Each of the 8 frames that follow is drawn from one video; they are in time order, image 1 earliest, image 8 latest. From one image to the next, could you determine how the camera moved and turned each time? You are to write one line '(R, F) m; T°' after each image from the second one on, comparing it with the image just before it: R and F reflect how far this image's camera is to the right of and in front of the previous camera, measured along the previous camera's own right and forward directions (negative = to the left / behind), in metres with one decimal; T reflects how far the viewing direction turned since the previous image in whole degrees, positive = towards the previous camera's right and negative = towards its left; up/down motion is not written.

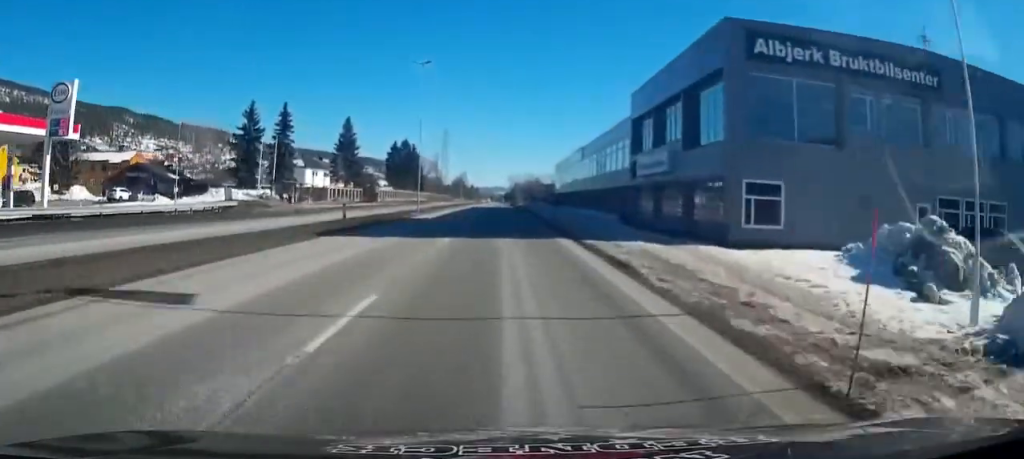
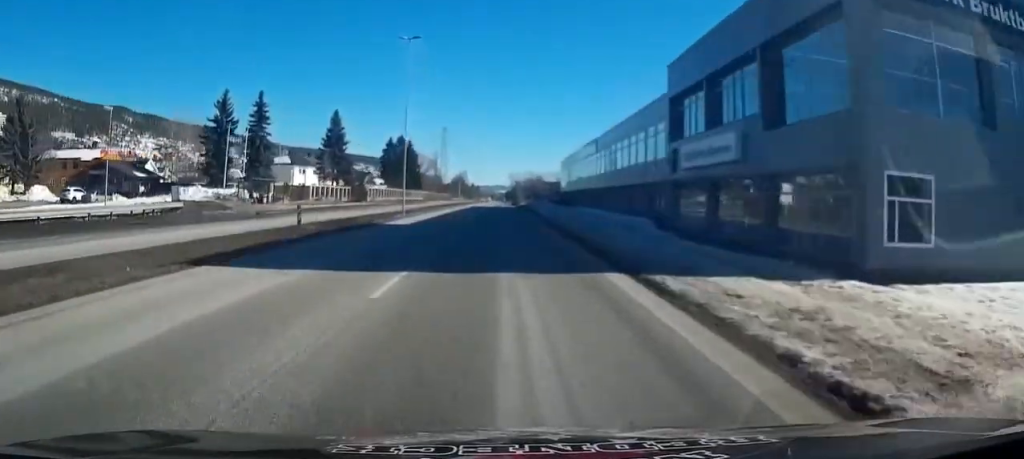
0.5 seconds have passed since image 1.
(0.0, +9.1) m; -1°
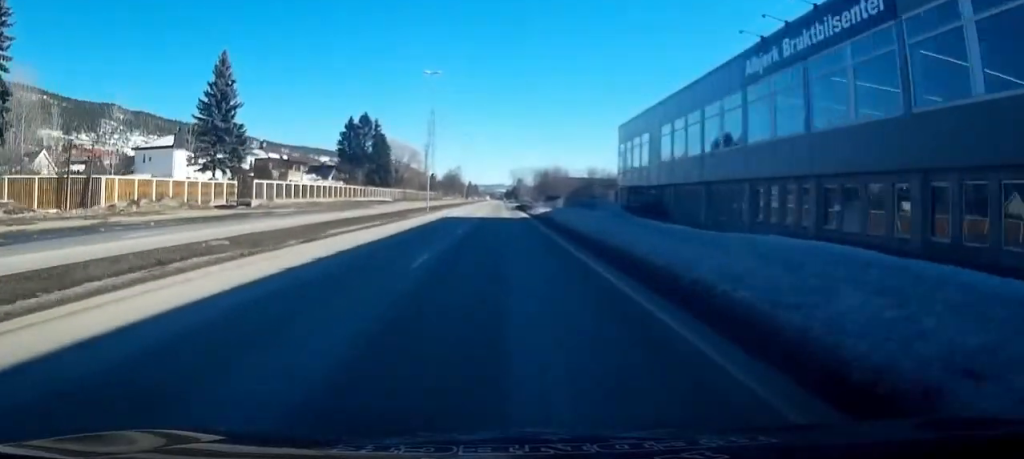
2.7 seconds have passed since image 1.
(-1.5, +44.4) m; -2°
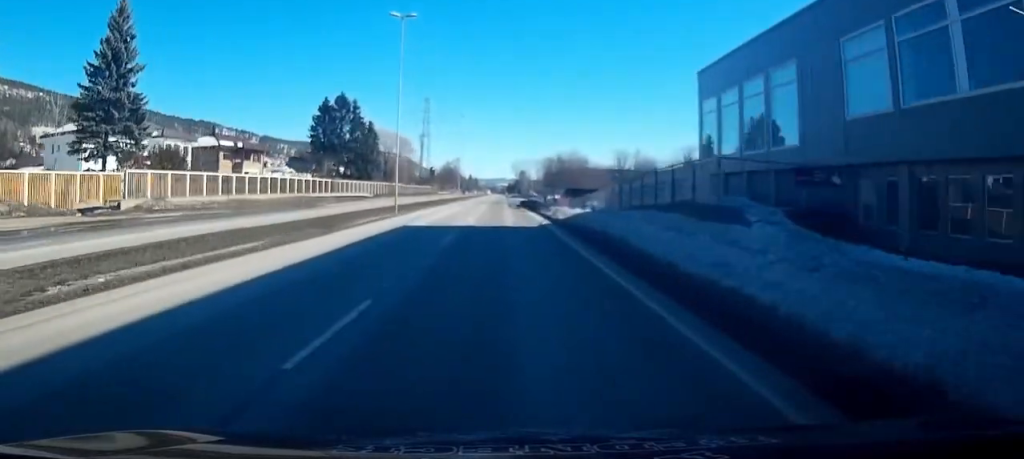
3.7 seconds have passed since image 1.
(+0.2, +19.1) m; +1°
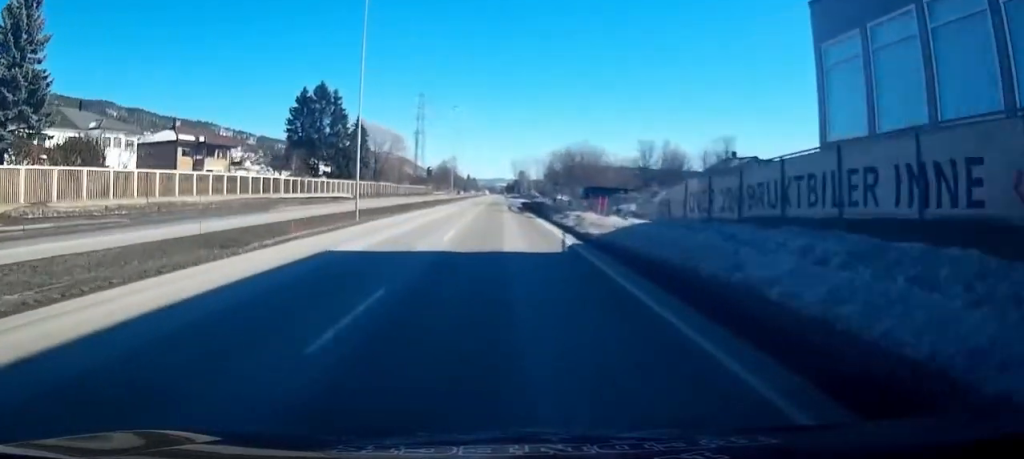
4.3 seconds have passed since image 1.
(0.0, +11.2) m; 0°
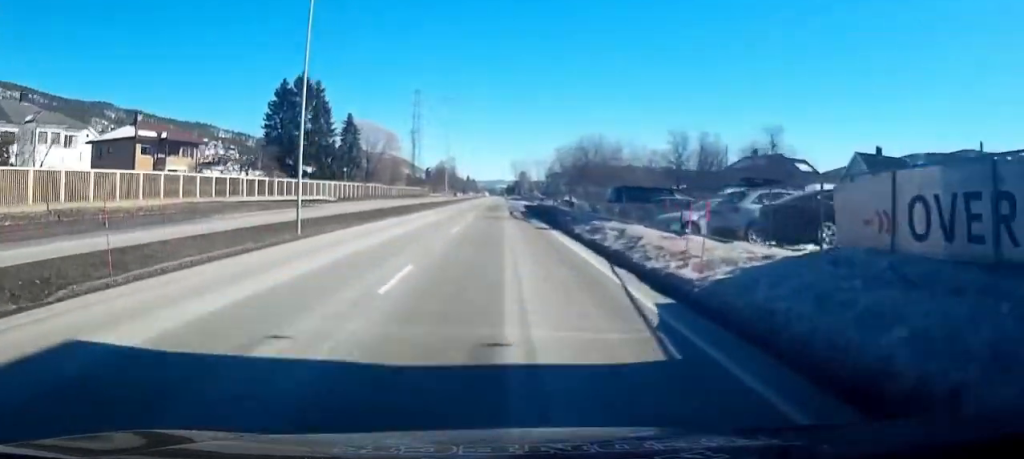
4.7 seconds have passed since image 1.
(0.0, +9.3) m; +1°
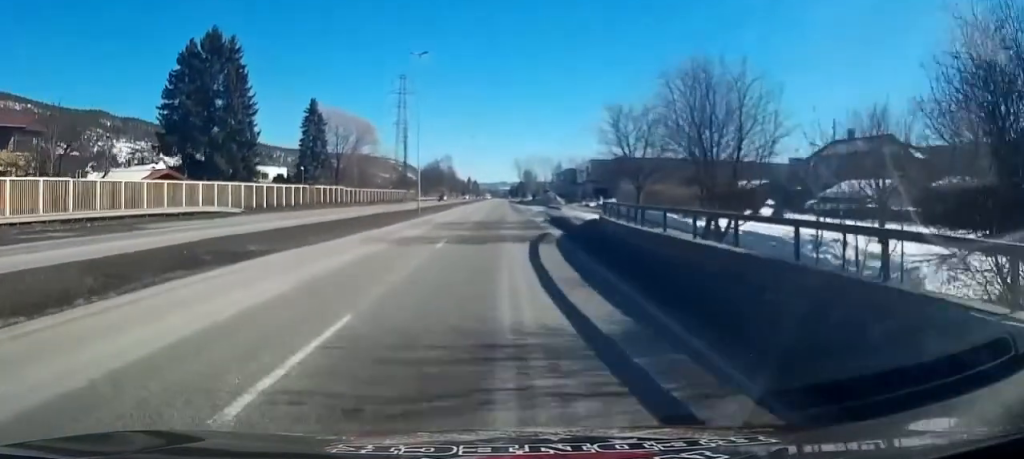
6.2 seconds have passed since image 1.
(+0.5, +28.8) m; +1°
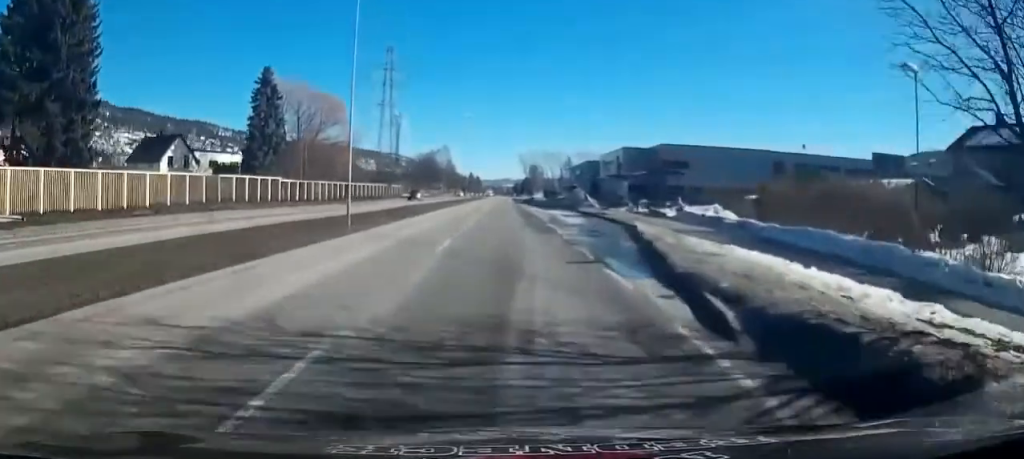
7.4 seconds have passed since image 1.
(-0.3, +25.6) m; 0°
